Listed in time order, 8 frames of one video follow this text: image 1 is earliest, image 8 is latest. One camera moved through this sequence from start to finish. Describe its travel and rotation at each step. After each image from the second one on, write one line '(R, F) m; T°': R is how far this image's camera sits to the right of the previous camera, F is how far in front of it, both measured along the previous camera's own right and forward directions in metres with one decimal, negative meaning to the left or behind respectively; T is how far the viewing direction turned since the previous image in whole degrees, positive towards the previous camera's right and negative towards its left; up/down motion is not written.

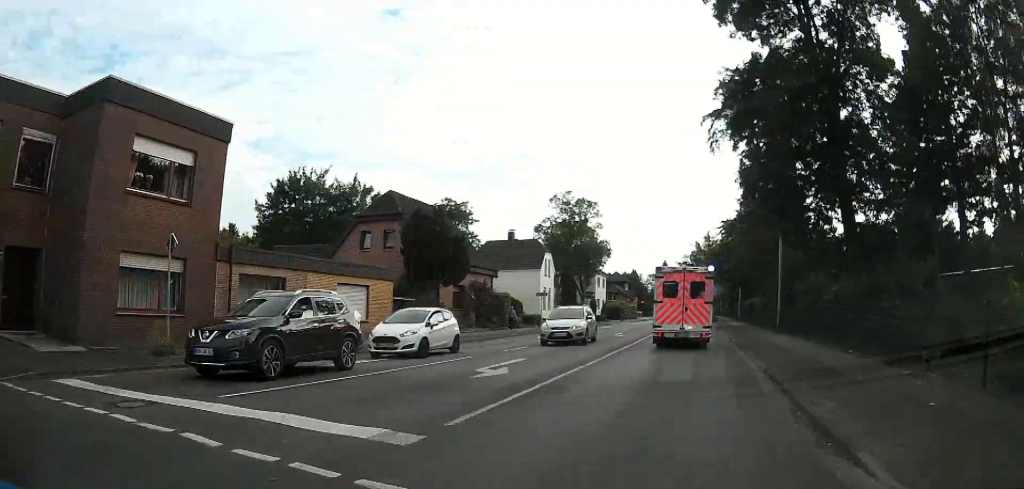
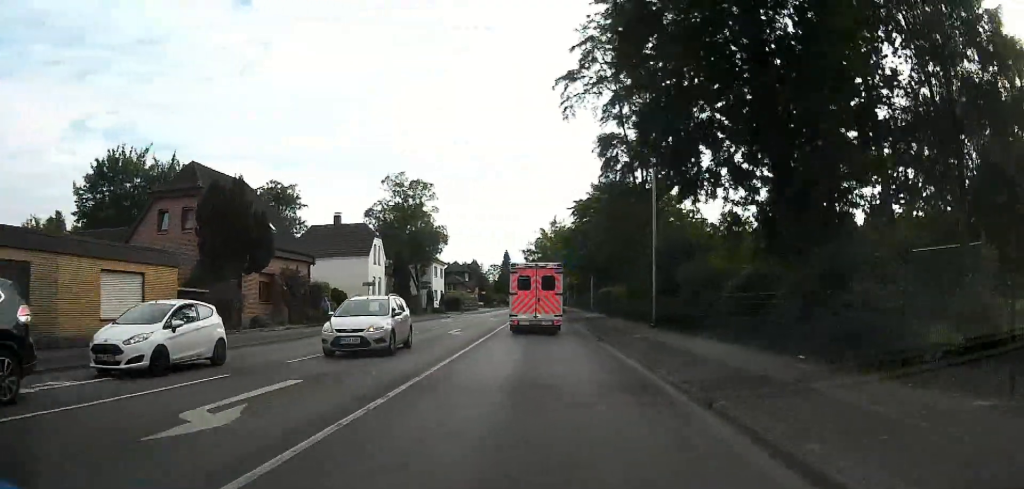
(+0.3, +5.1) m; +11°
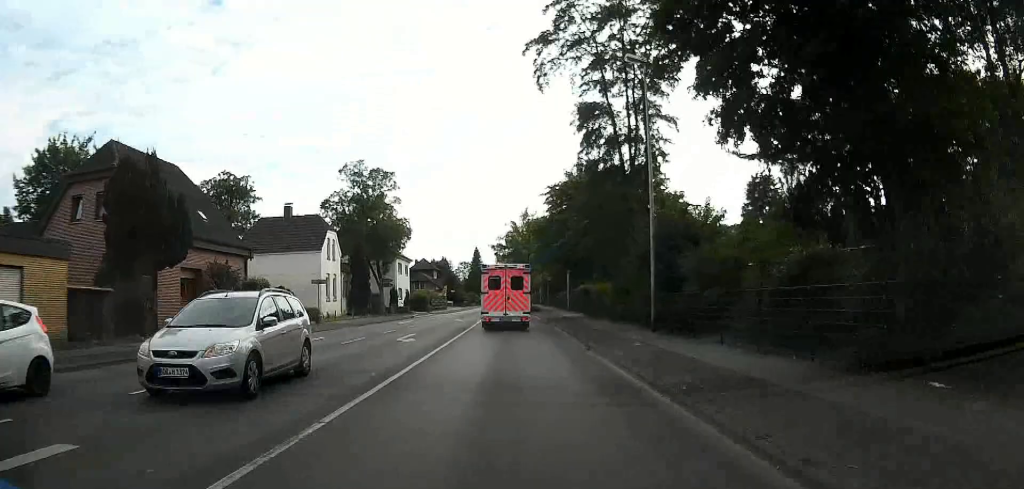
(+0.6, +4.9) m; +5°
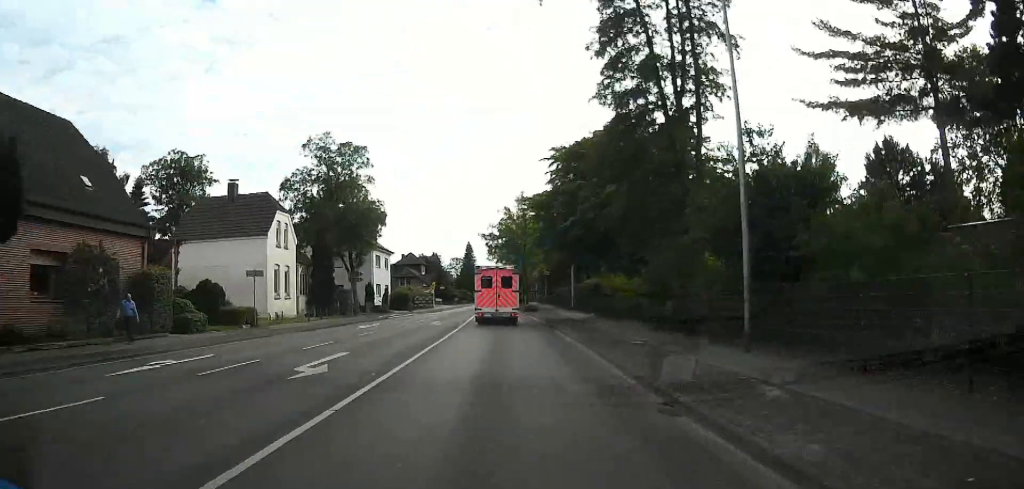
(+0.6, +8.9) m; +6°
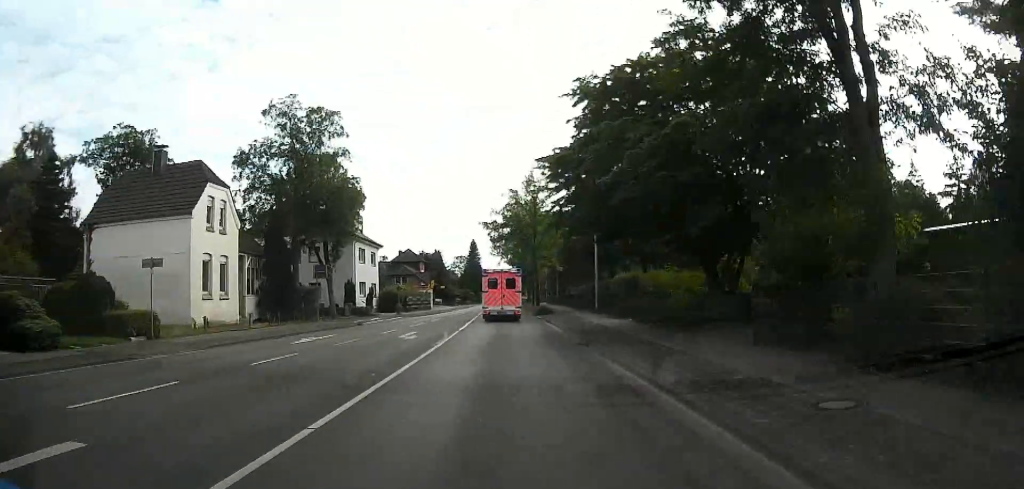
(+0.3, +10.0) m; +2°
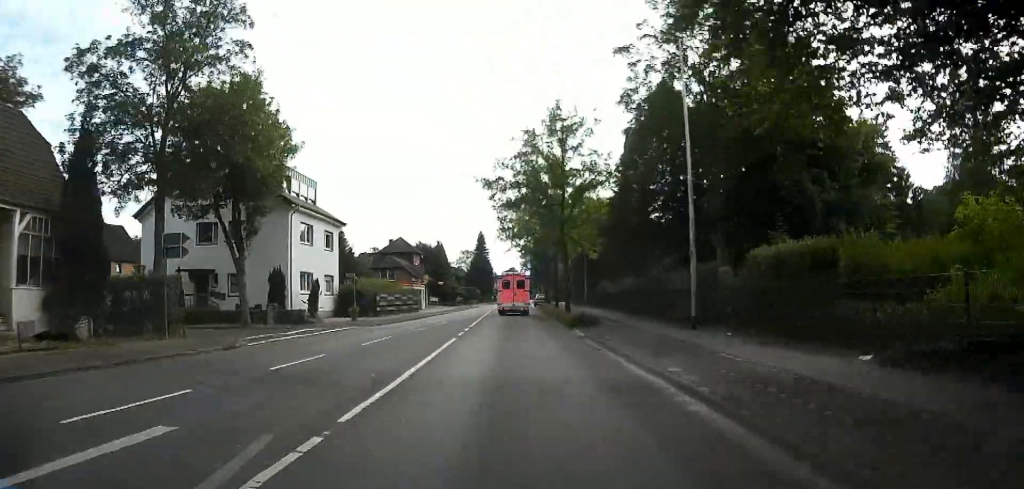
(-0.4, +18.6) m; -2°
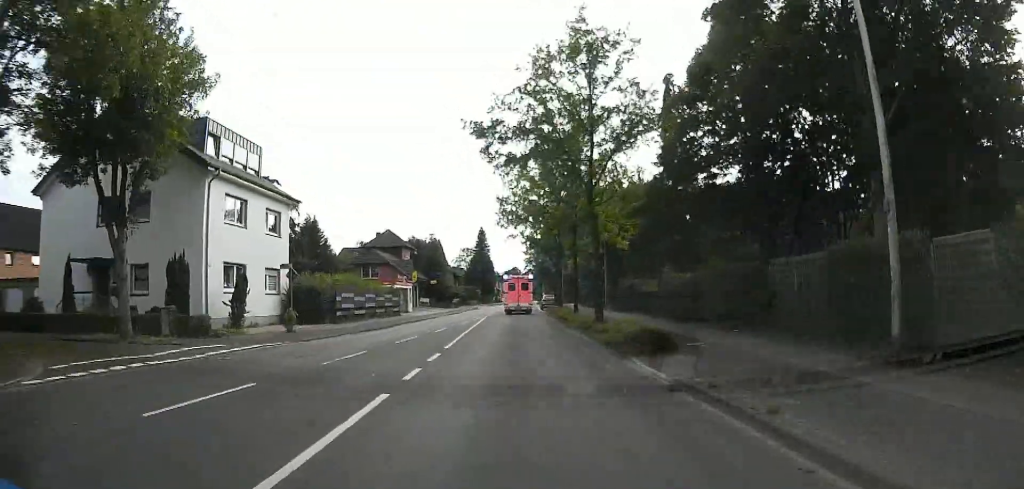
(+0.2, +11.0) m; -1°
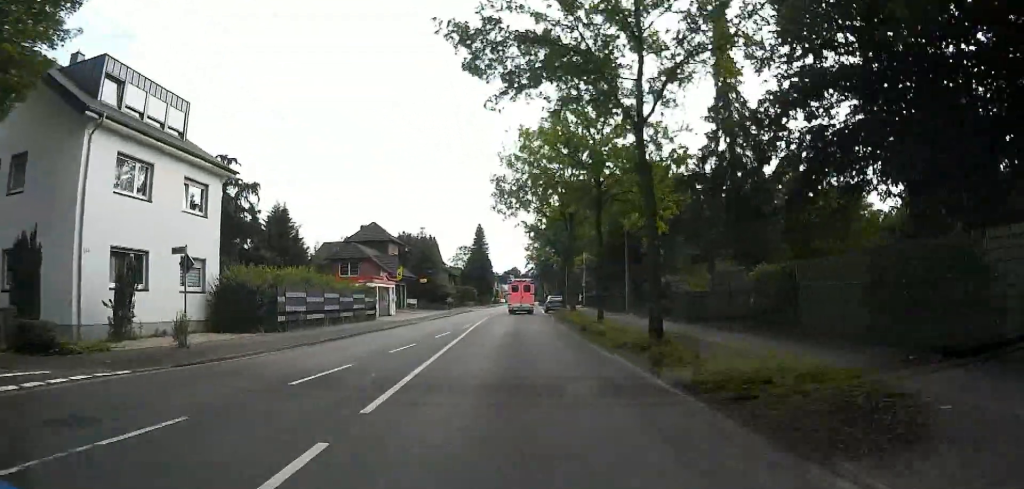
(-0.2, +8.8) m; -1°
